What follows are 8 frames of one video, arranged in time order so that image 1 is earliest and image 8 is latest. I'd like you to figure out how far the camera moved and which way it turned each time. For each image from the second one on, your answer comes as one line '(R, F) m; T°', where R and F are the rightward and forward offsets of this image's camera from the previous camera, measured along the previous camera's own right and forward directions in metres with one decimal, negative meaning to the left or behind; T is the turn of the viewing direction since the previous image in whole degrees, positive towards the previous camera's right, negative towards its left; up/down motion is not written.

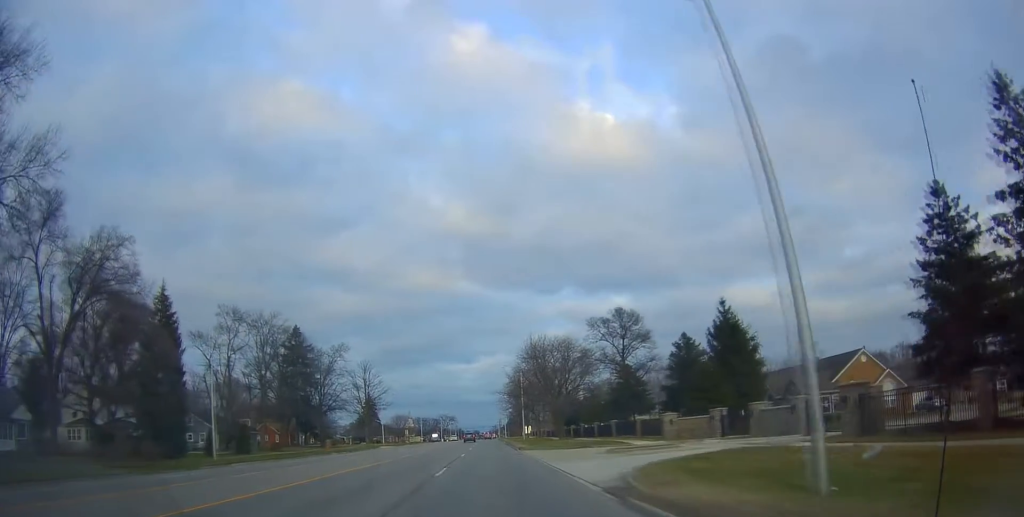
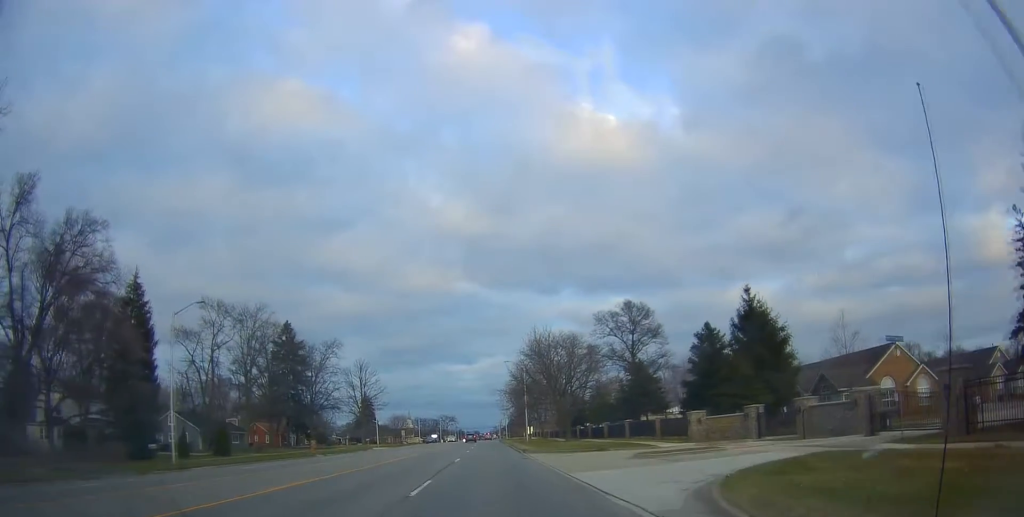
(0.0, +5.7) m; 0°
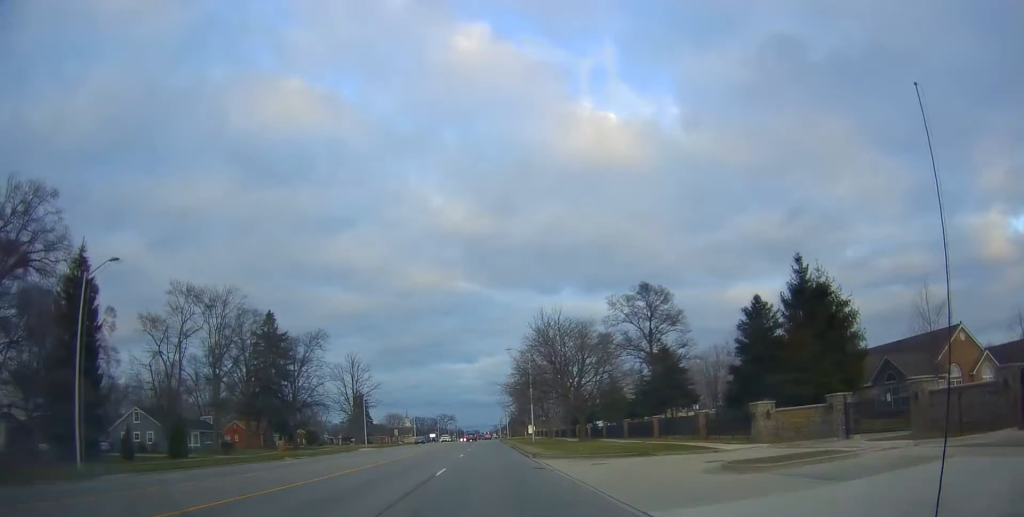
(0.0, +9.5) m; 0°
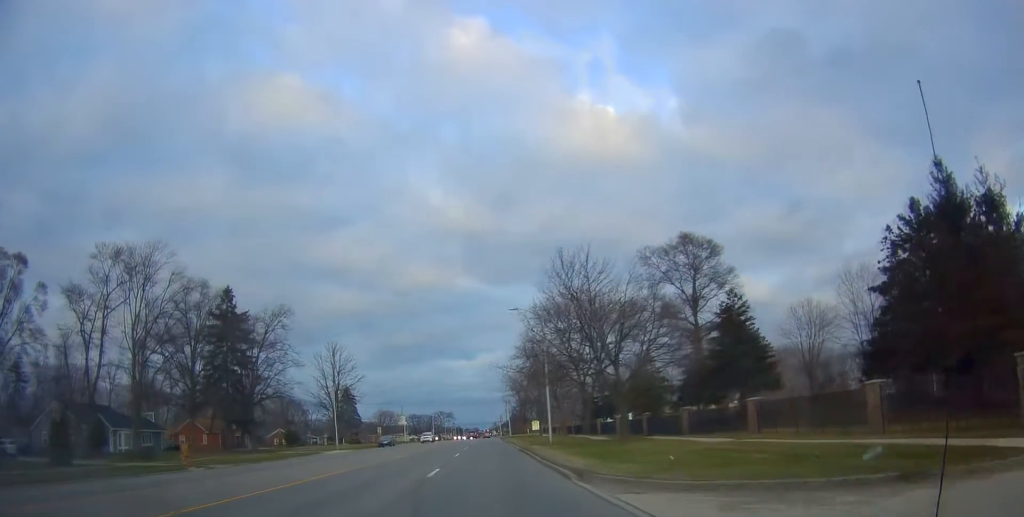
(+0.1, +17.2) m; +2°
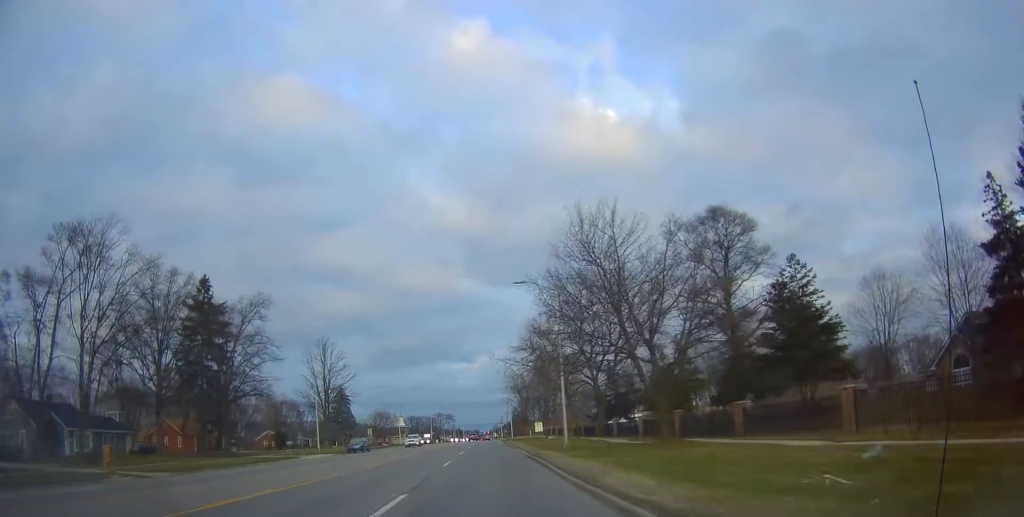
(+0.1, +8.4) m; +1°
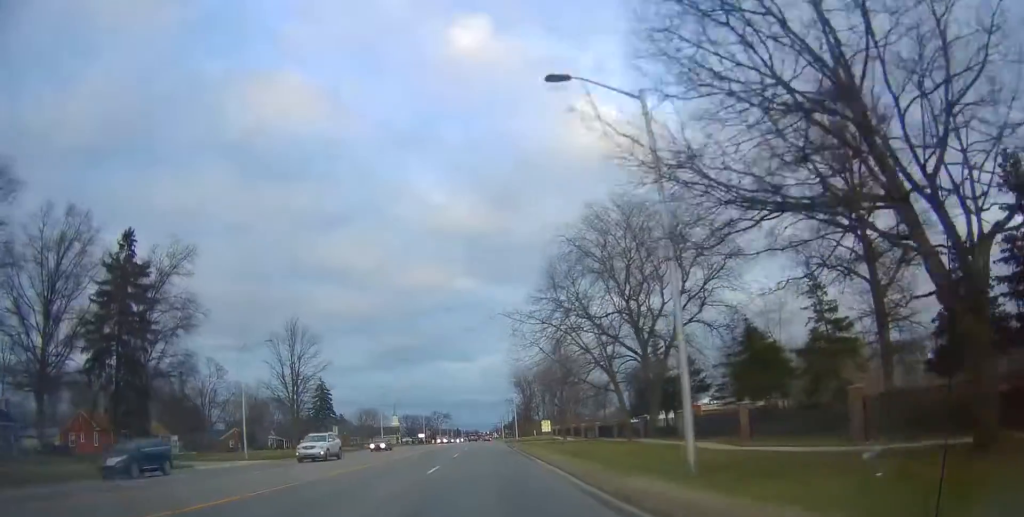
(+0.5, +20.4) m; +2°
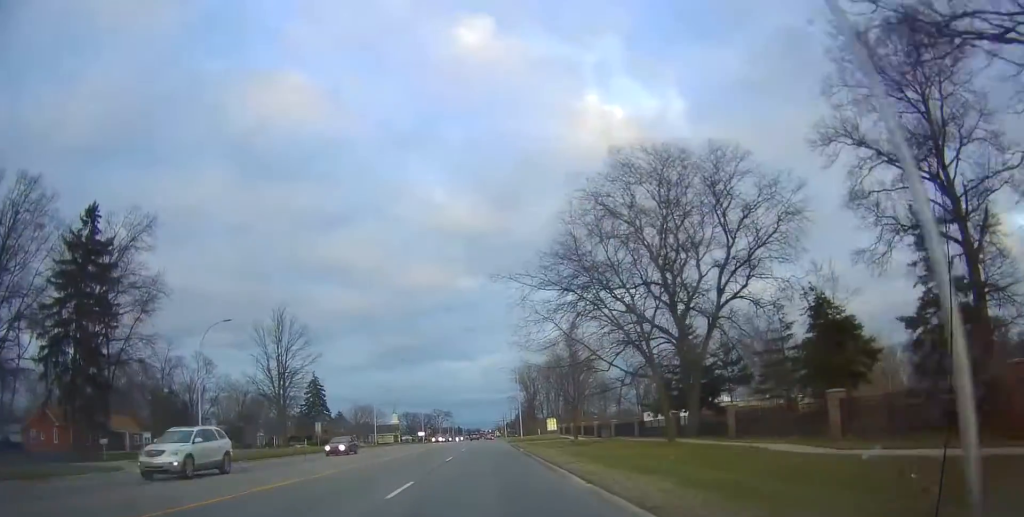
(0.0, +7.8) m; 0°
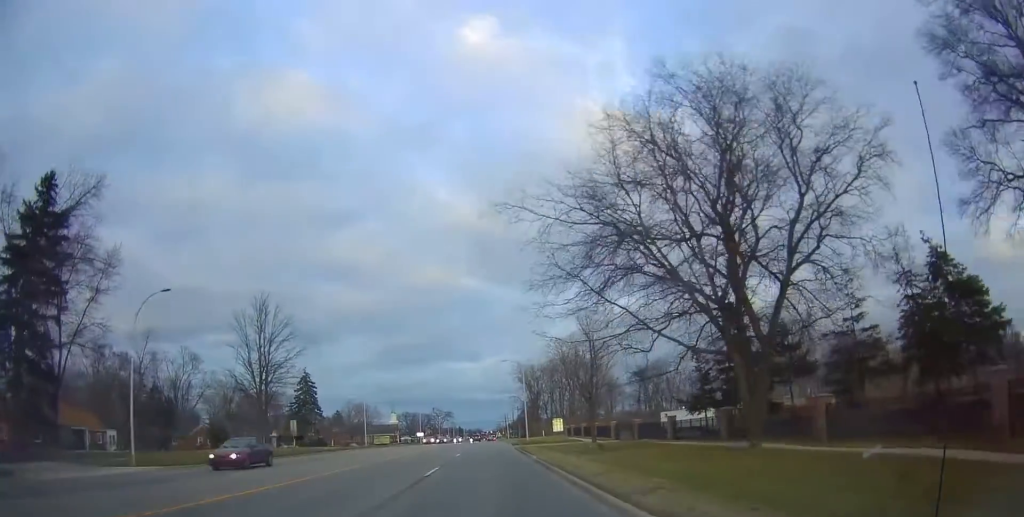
(0.0, +8.7) m; -1°
